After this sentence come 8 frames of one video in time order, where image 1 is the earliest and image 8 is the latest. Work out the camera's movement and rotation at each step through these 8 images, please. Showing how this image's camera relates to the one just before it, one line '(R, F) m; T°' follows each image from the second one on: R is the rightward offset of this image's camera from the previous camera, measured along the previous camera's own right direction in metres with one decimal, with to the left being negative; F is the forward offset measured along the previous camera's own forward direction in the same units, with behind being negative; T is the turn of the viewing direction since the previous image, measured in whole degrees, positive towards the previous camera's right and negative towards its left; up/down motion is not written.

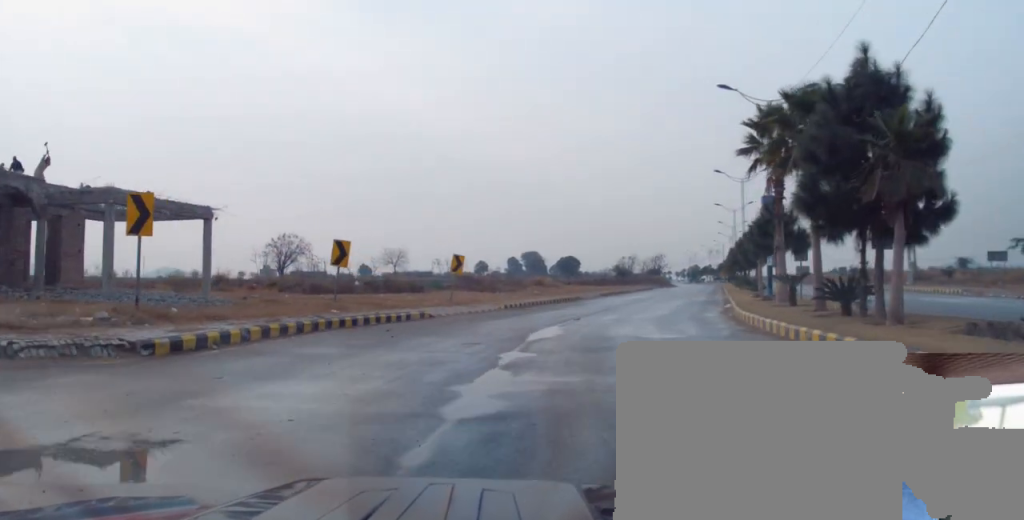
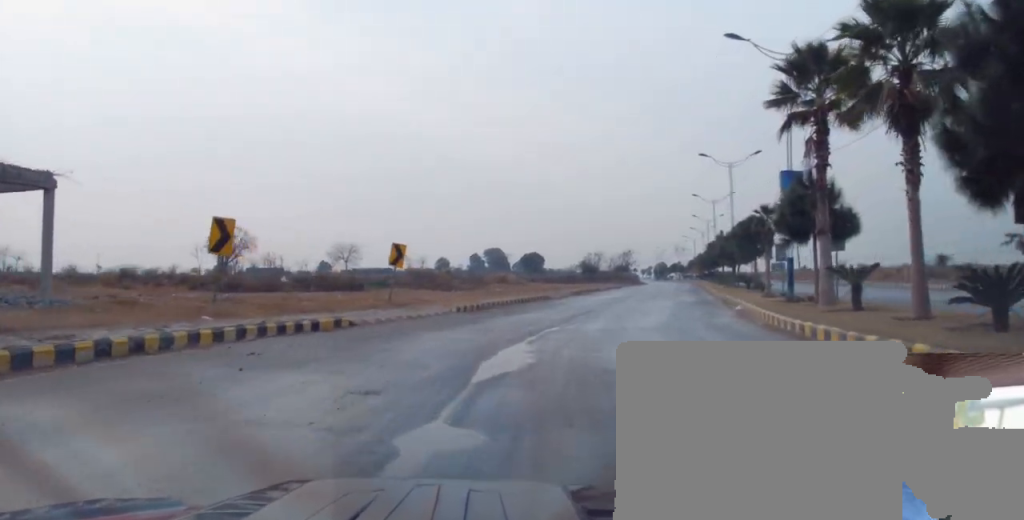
(+0.3, +7.6) m; +2°
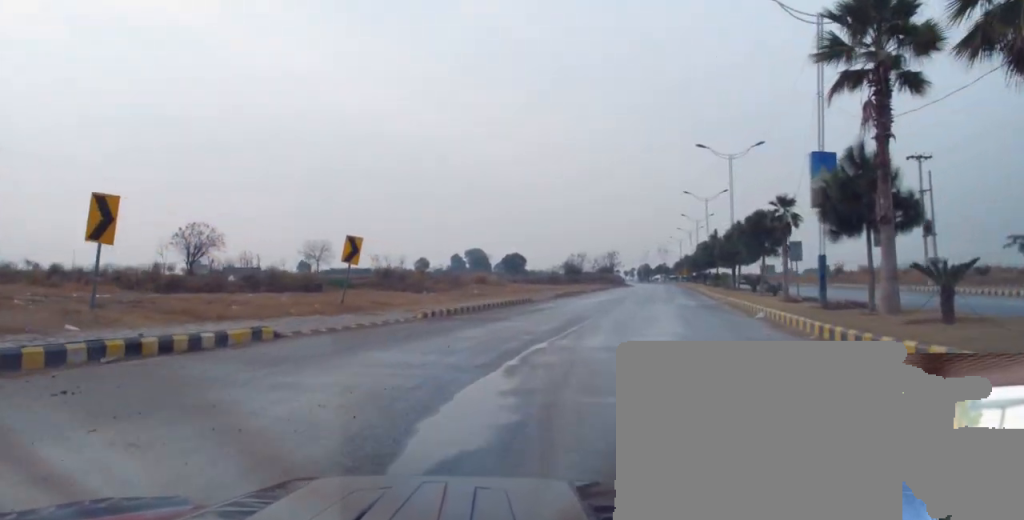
(0.0, +4.8) m; 0°
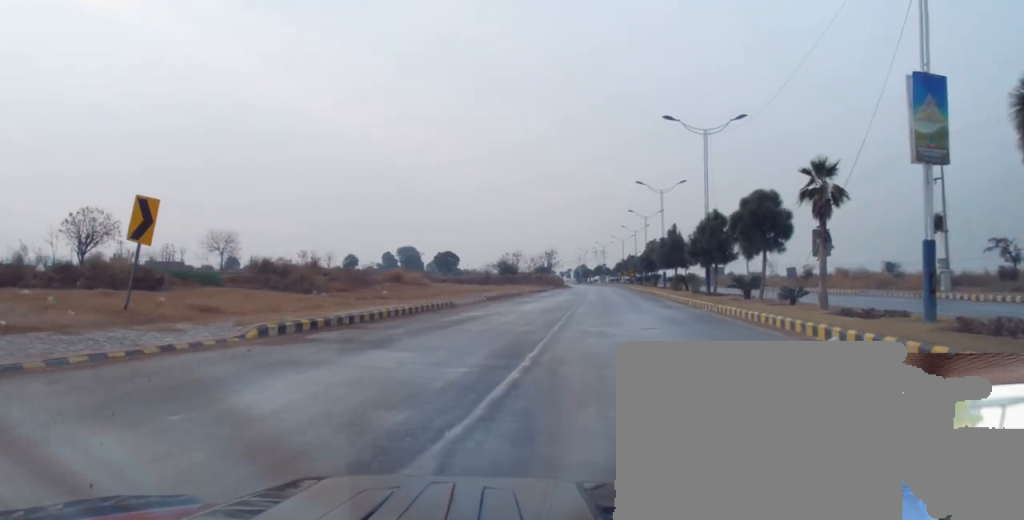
(+0.1, +10.1) m; +3°
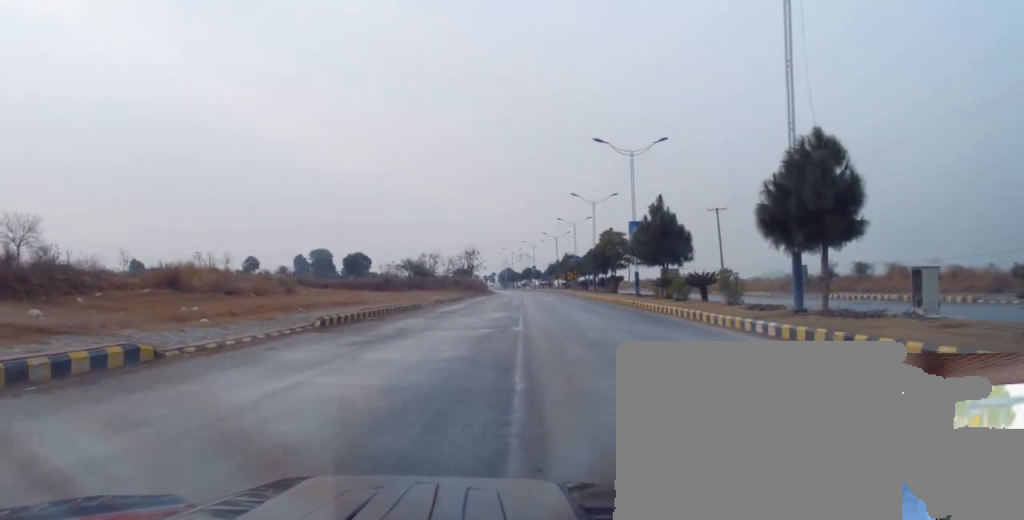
(+1.3, +23.8) m; +7°
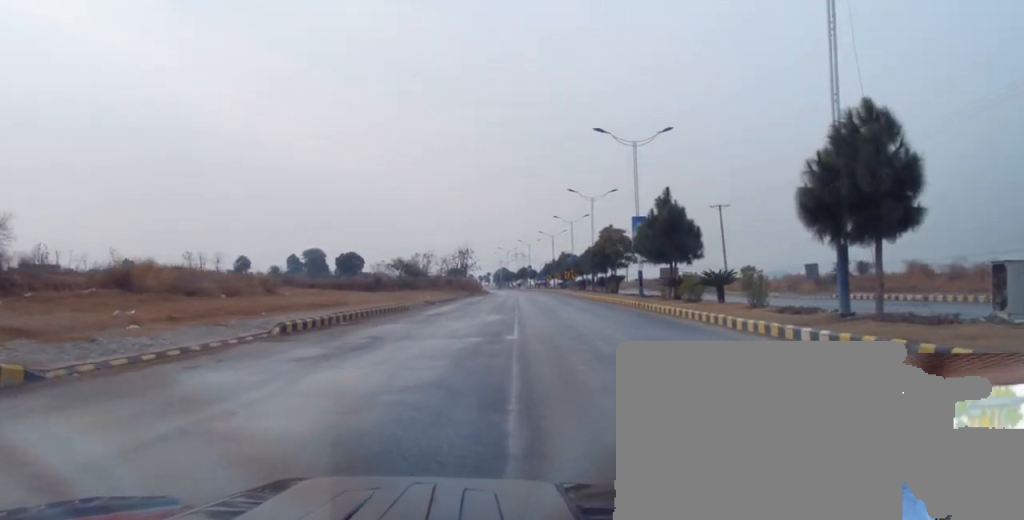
(+0.2, +3.4) m; 0°
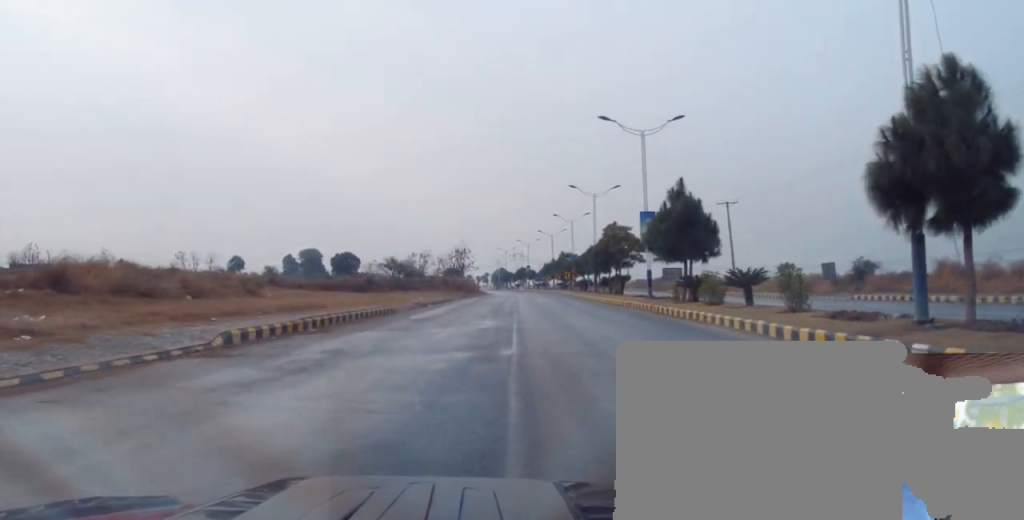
(+0.2, +3.4) m; 0°
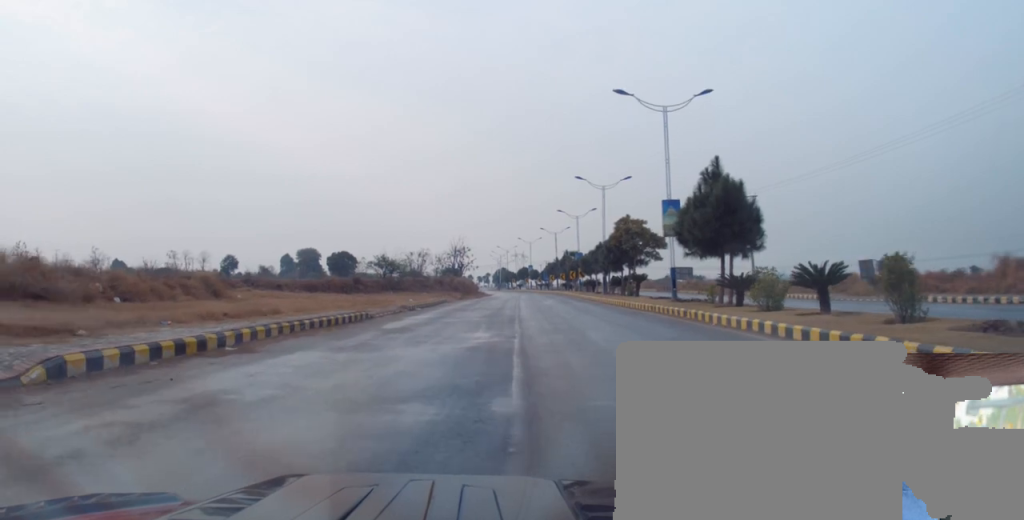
(-0.1, +6.2) m; 0°
